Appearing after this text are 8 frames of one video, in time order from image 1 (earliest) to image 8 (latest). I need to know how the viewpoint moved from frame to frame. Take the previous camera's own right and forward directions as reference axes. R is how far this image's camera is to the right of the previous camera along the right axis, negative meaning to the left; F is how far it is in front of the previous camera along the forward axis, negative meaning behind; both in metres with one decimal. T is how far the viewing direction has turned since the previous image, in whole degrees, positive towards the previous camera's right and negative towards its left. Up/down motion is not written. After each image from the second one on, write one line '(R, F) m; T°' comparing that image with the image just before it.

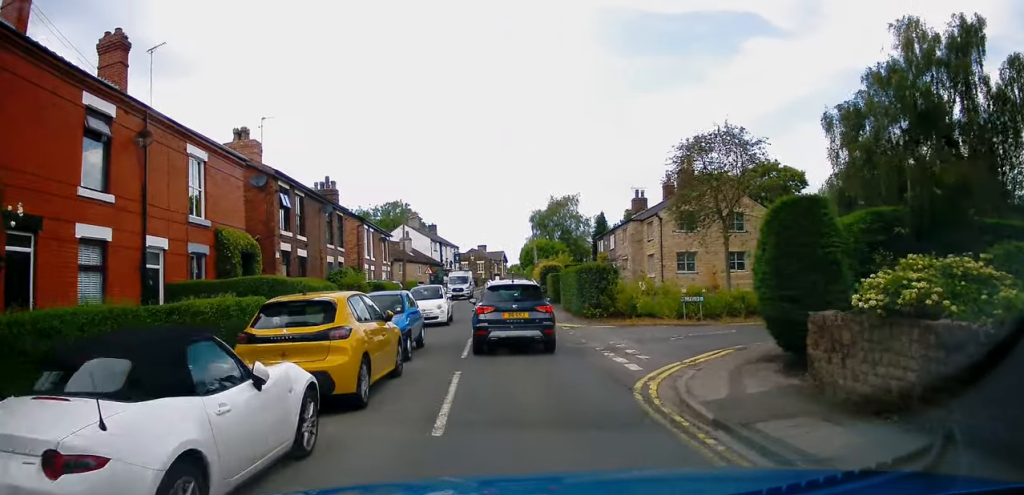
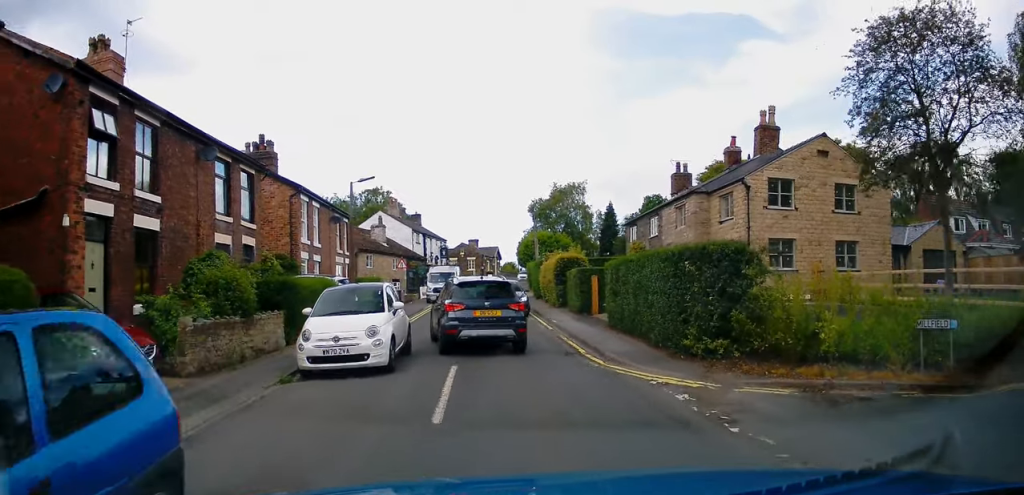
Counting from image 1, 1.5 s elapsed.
(-0.2, +12.0) m; -2°
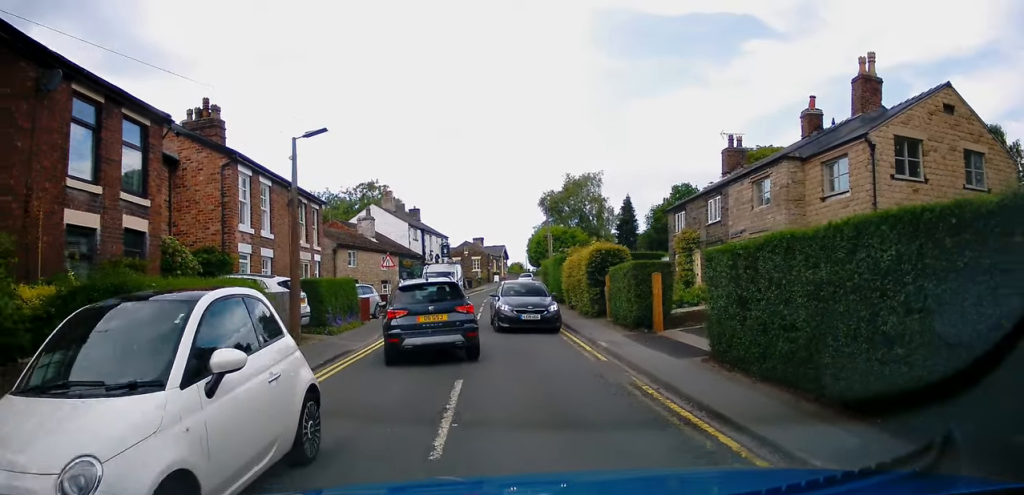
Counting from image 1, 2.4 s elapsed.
(0.0, +7.1) m; -2°
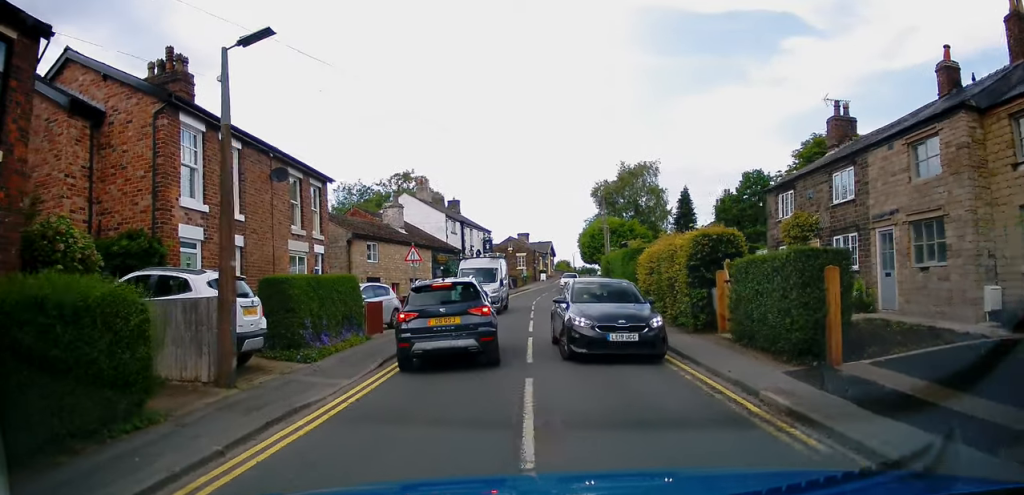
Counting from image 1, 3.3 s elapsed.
(-0.2, +6.4) m; -4°
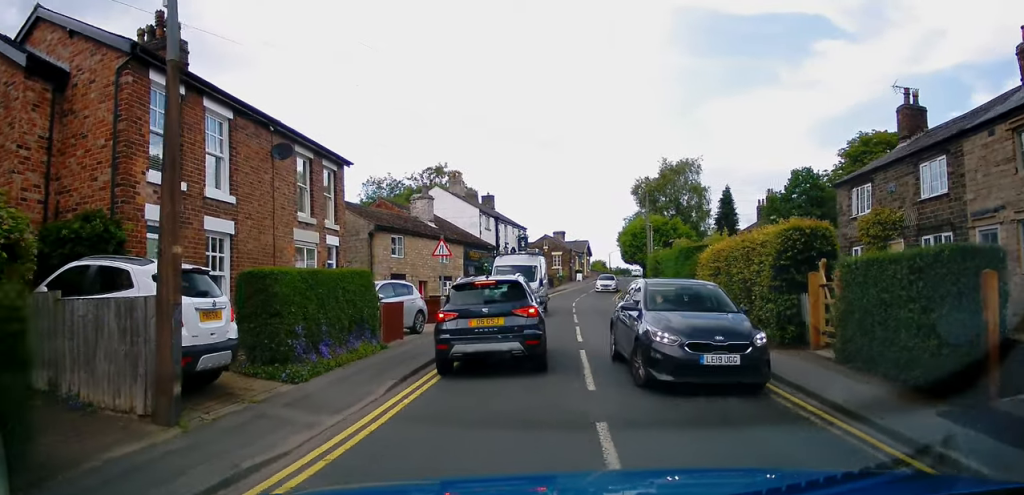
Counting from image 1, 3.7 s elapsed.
(-0.1, +2.6) m; -1°
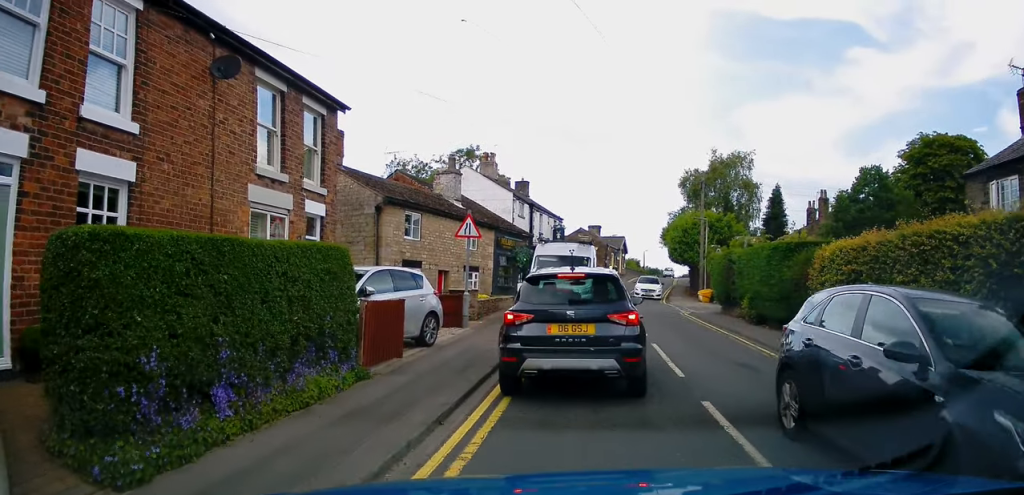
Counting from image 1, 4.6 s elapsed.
(-0.1, +5.1) m; 0°
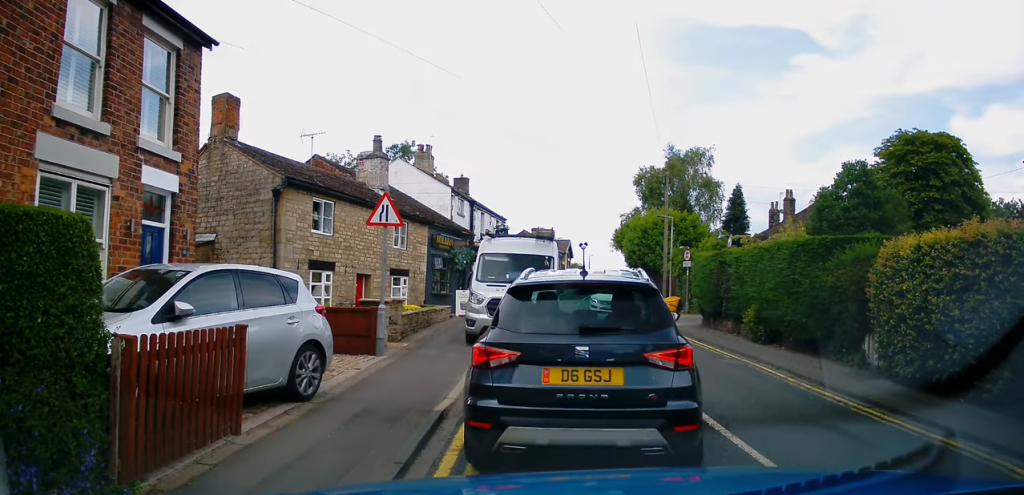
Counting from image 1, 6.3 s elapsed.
(+0.2, +5.2) m; +3°
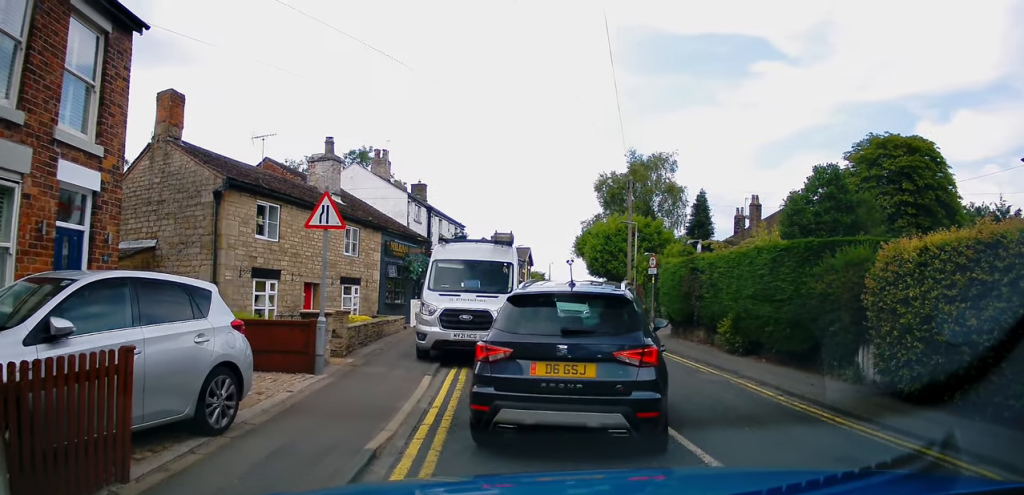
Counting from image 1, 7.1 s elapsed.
(0.0, +1.4) m; +10°
